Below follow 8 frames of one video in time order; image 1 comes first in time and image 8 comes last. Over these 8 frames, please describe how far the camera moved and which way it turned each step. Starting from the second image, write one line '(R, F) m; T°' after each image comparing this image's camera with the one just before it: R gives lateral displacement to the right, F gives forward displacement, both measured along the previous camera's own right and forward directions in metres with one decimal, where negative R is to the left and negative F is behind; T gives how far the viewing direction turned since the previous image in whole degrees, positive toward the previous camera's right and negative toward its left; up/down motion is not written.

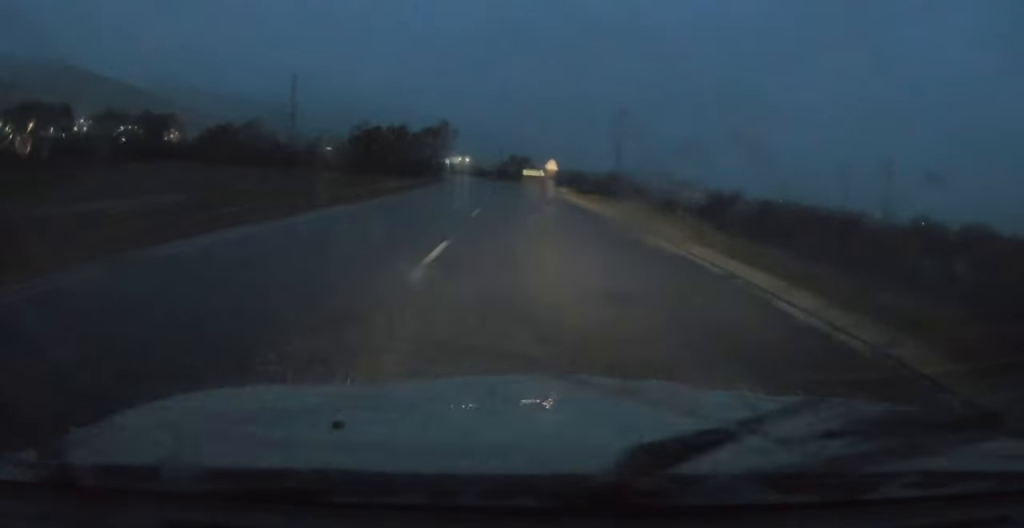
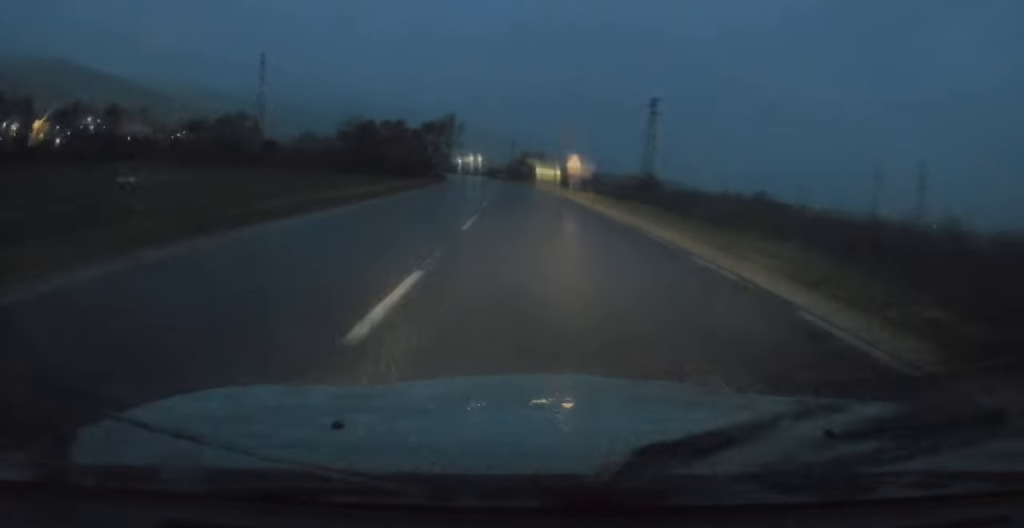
(-0.5, +12.4) m; -1°
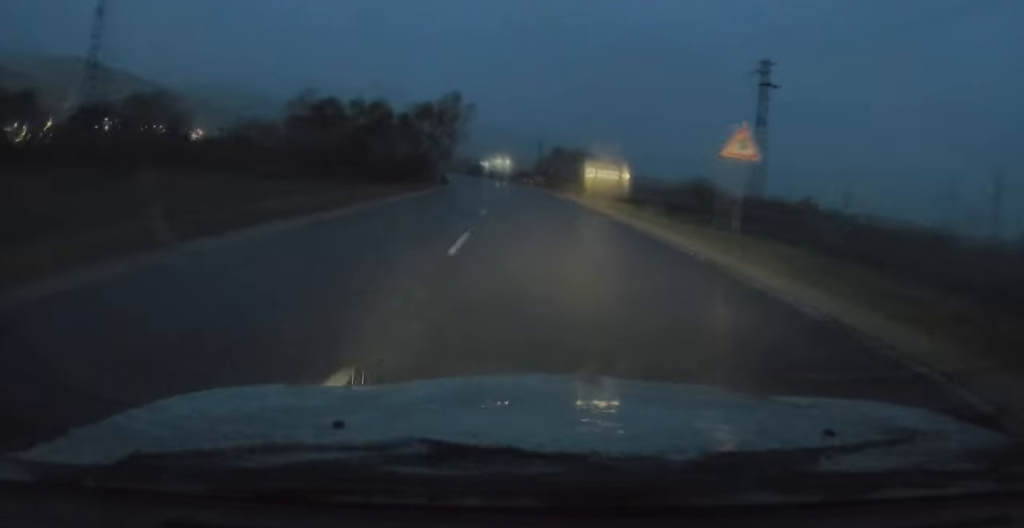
(0.0, +30.2) m; -2°
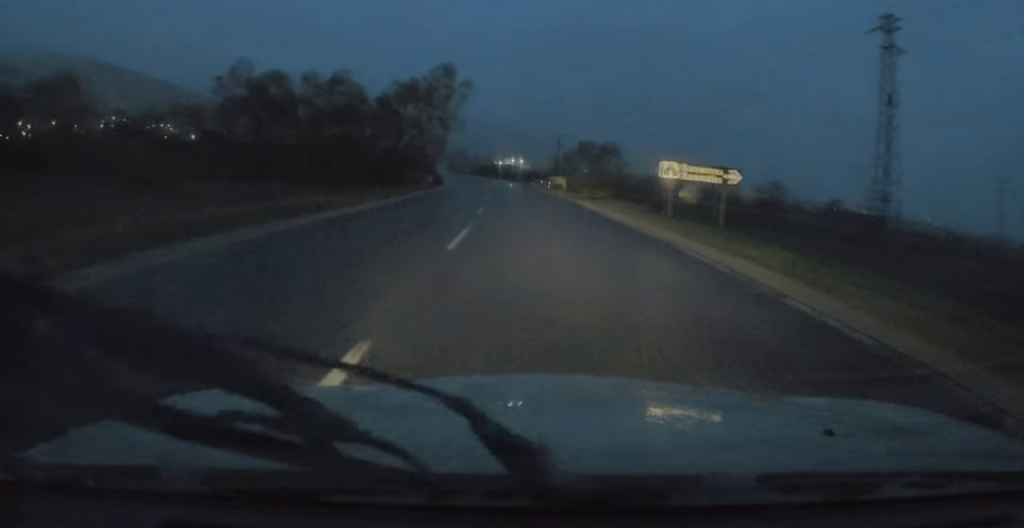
(-0.3, +17.2) m; -2°
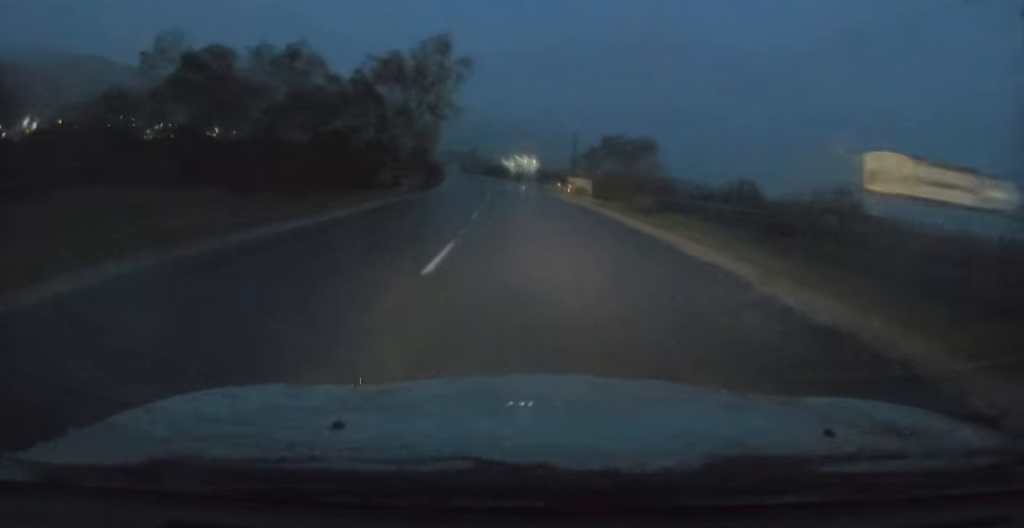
(-0.1, +11.3) m; -2°
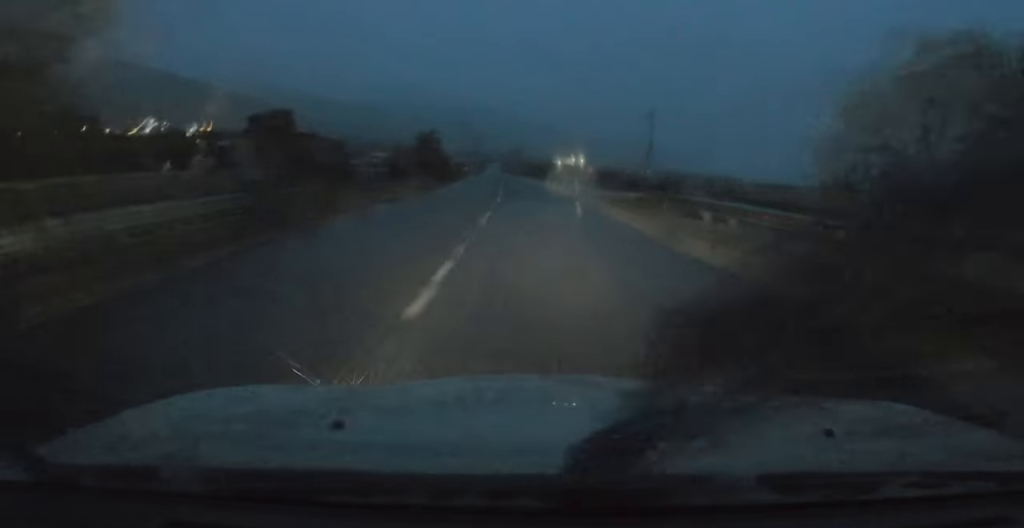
(-1.0, +37.8) m; -3°
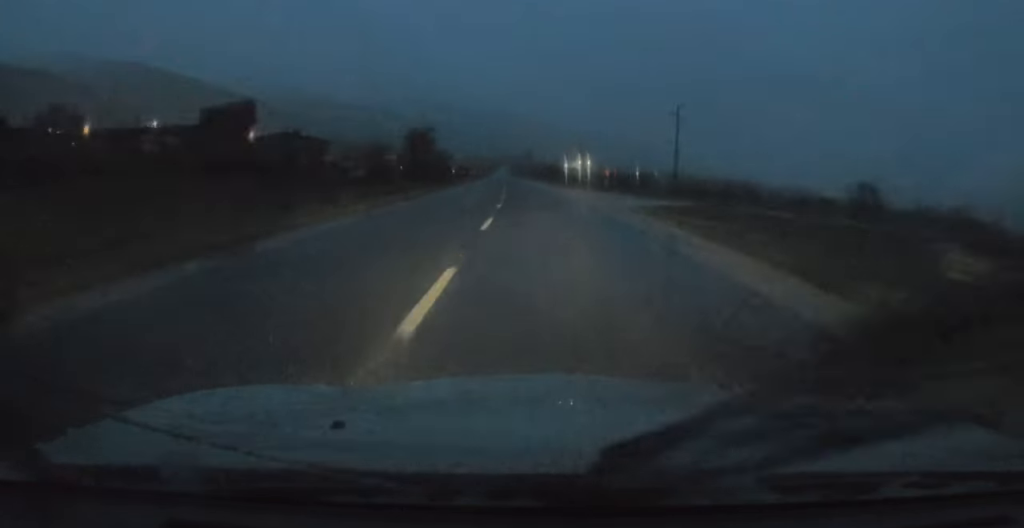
(0.0, +9.3) m; 0°
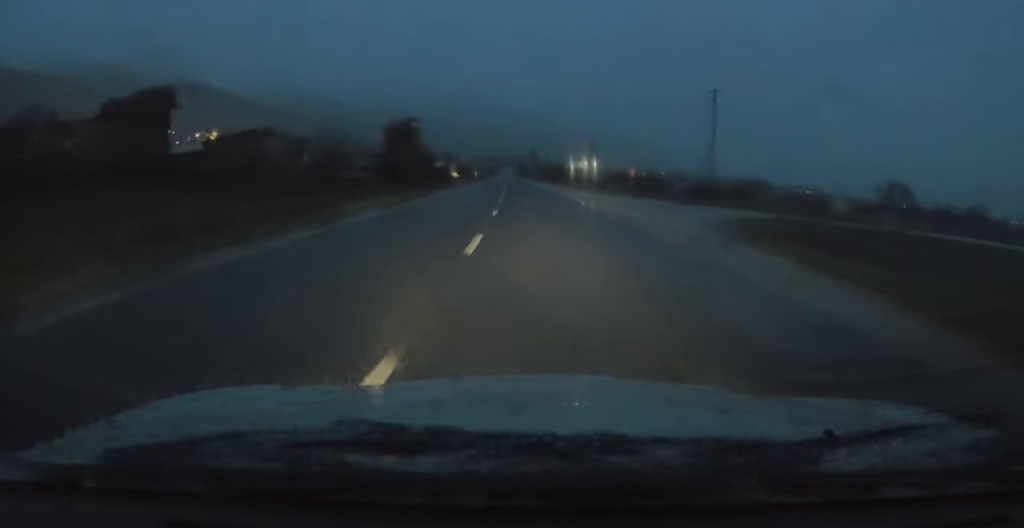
(-0.3, +12.7) m; 0°
